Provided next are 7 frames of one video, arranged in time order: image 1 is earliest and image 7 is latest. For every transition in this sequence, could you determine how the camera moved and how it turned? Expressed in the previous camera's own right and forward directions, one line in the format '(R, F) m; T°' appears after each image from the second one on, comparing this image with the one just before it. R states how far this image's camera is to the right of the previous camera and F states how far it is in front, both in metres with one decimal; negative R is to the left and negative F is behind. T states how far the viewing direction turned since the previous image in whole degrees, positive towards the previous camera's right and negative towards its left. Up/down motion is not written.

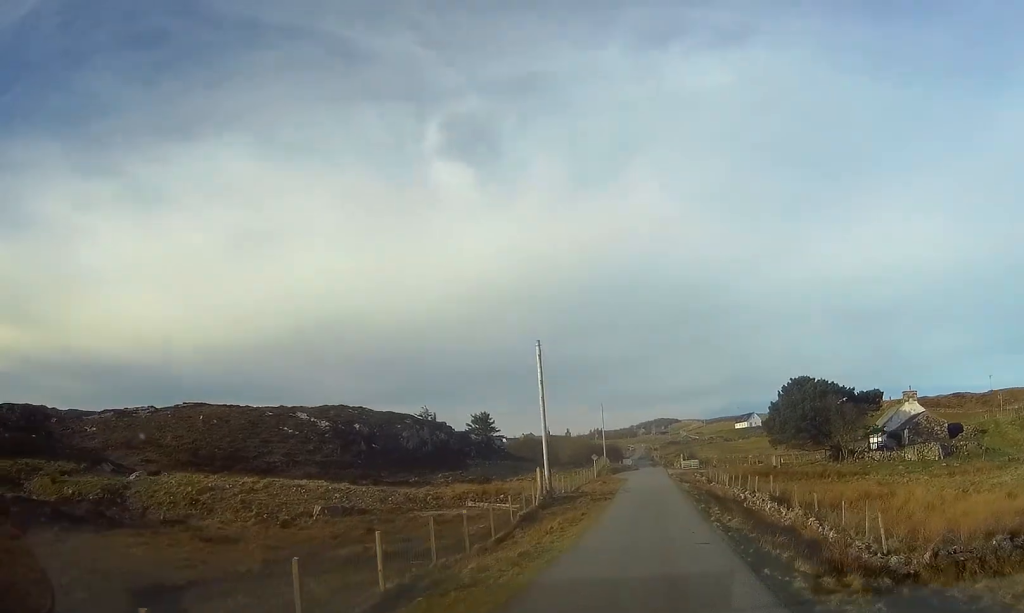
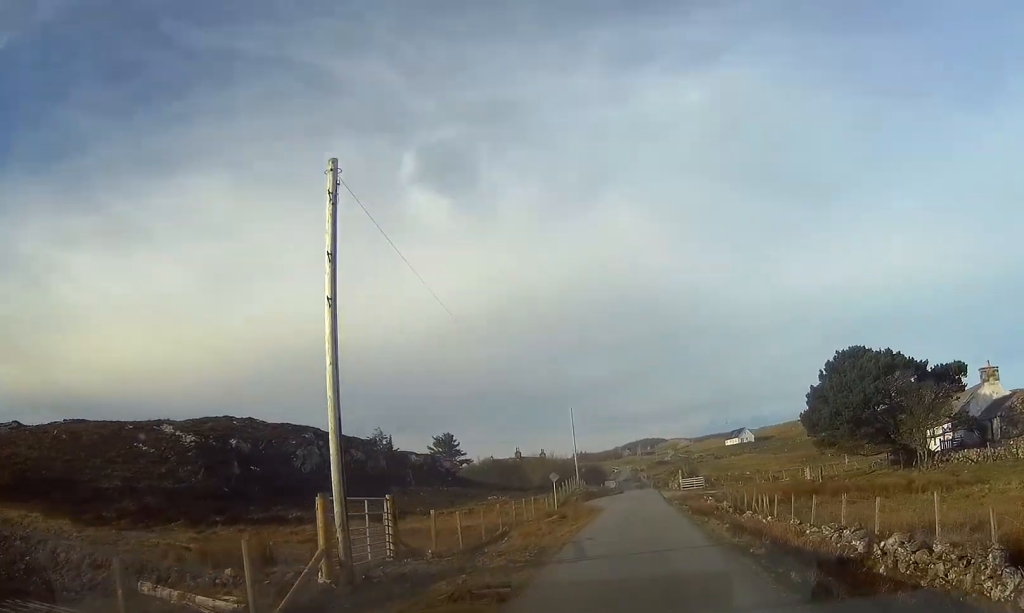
(-0.1, +22.6) m; 0°
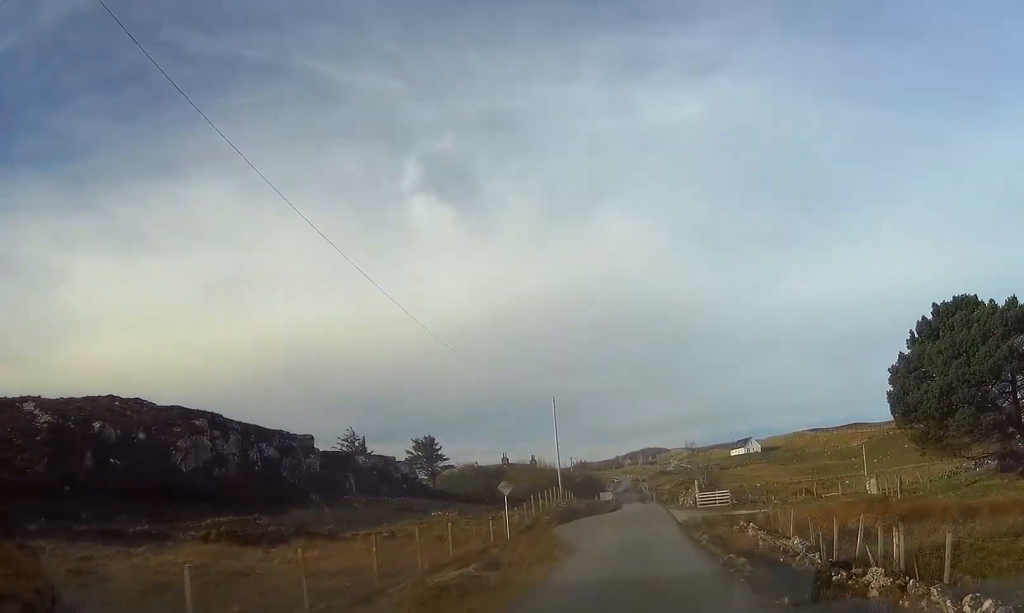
(0.0, +16.9) m; 0°
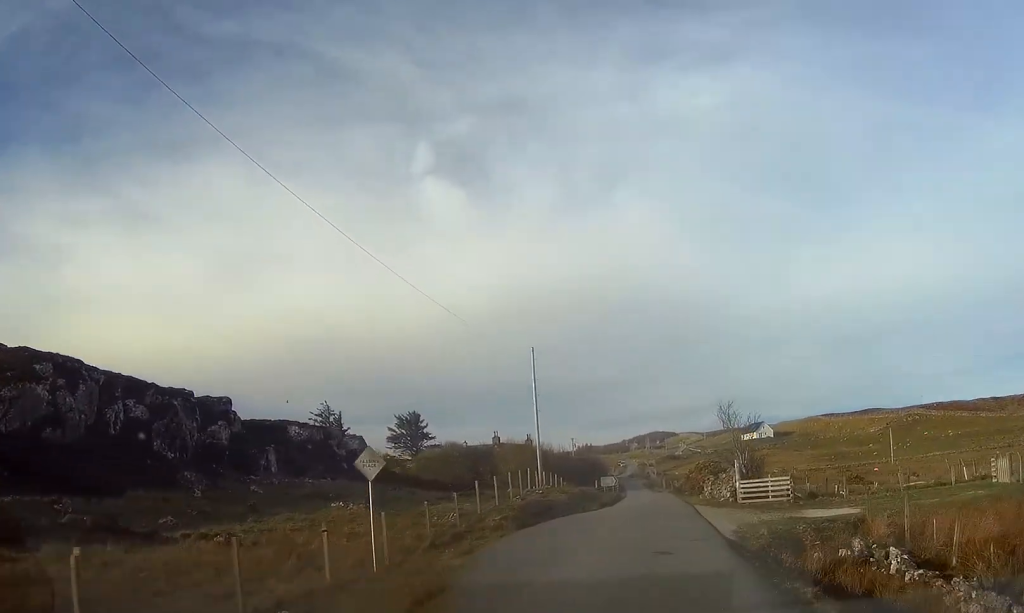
(-0.1, +15.8) m; 0°
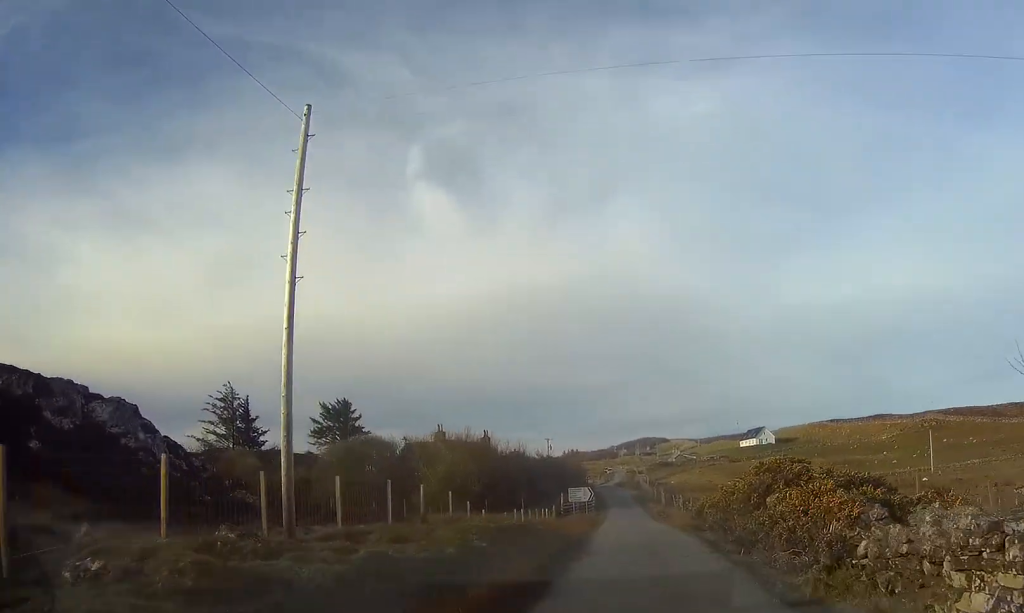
(+0.2, +30.5) m; +1°
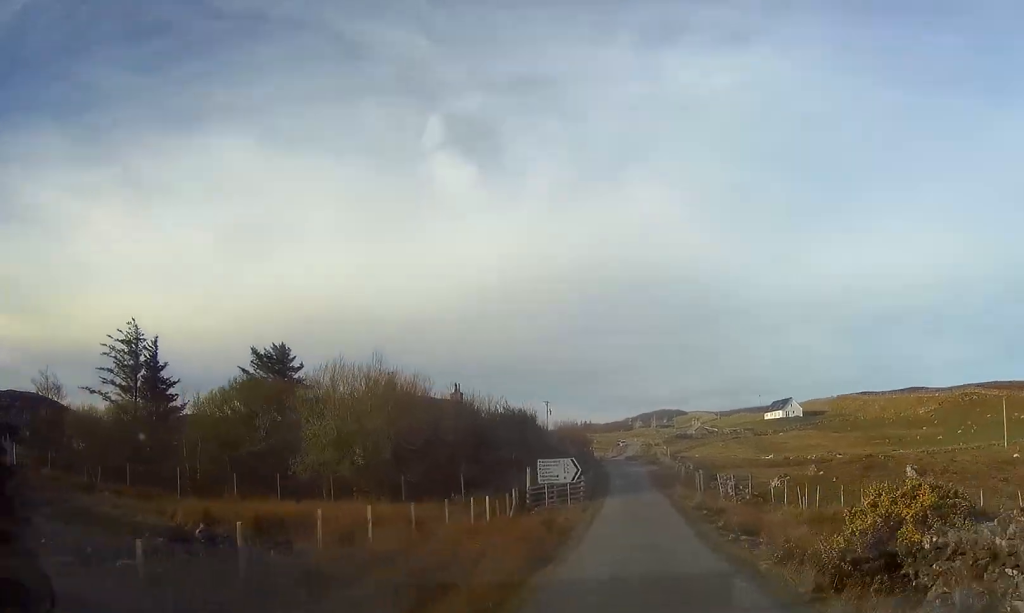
(+0.2, +25.6) m; +1°
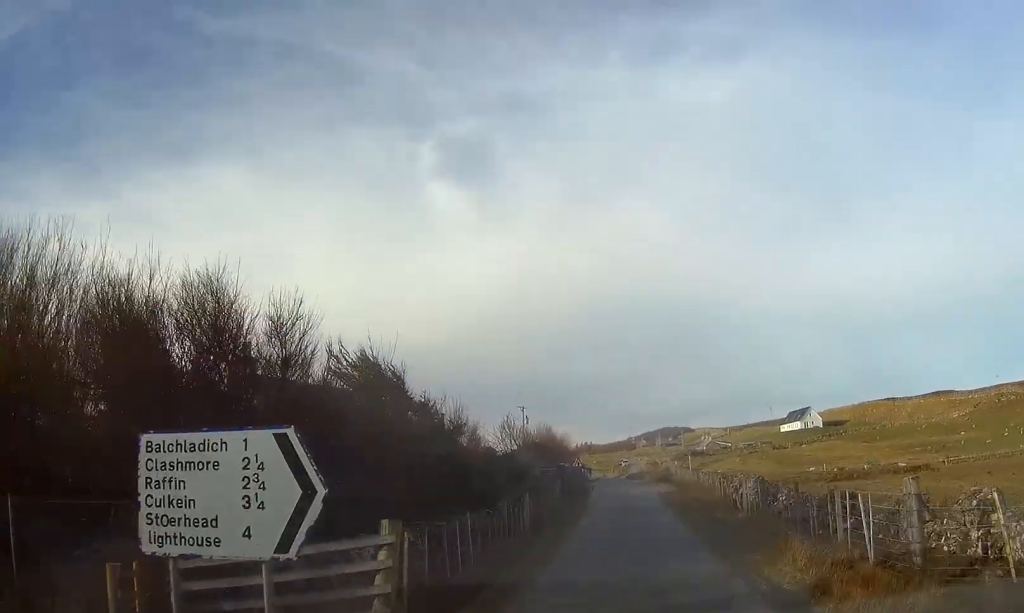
(-0.1, +27.4) m; -1°
